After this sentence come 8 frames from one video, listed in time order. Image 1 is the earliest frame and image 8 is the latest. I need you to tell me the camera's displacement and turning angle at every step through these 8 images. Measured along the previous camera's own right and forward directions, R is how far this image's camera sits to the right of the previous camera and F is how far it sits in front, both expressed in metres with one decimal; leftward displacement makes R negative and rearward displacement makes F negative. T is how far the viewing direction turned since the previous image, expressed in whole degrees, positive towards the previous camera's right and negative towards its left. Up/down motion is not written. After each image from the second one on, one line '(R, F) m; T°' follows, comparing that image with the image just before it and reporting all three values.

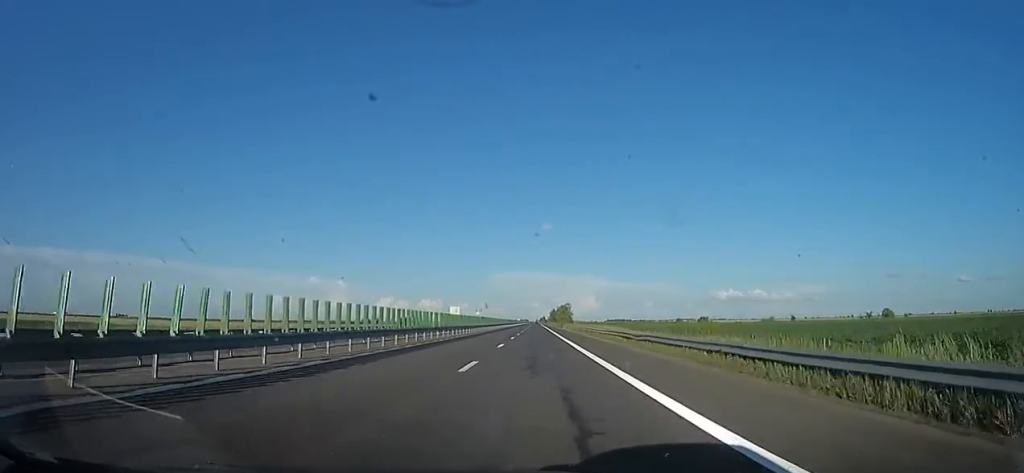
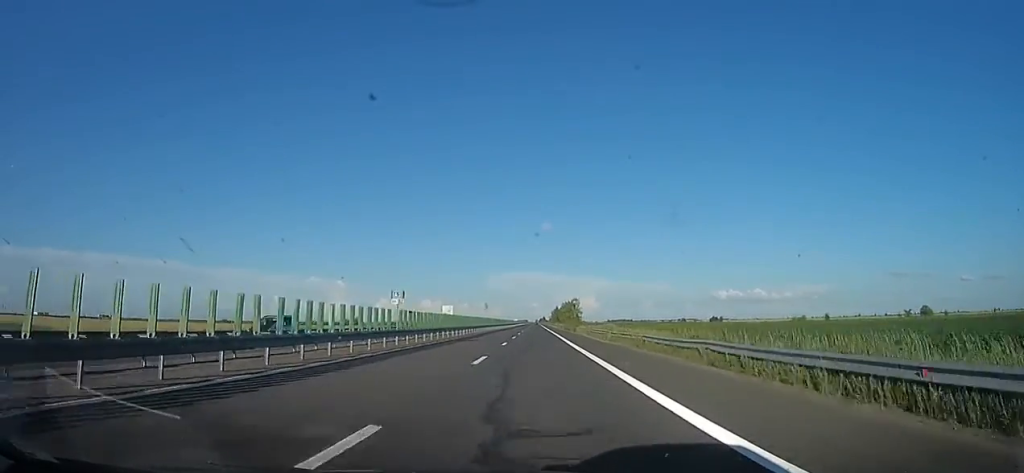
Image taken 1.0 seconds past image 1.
(+0.1, +33.8) m; 0°
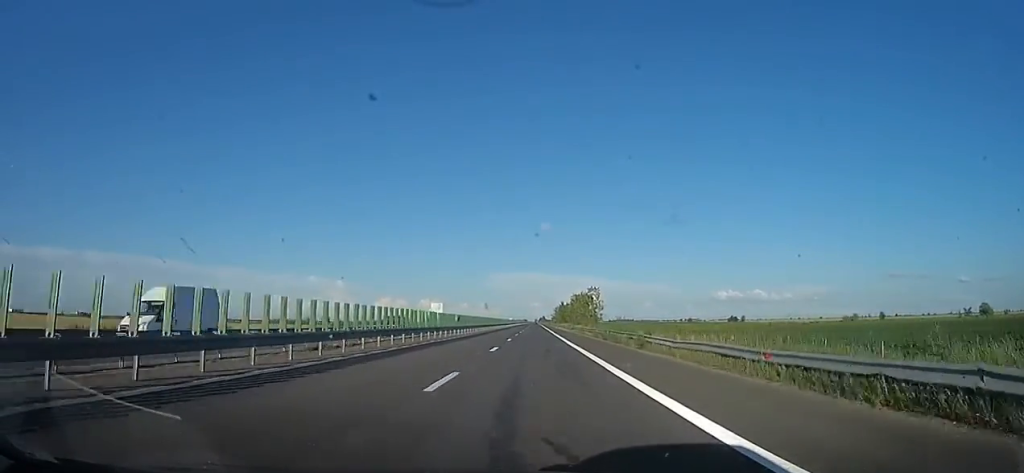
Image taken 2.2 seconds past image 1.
(+0.2, +42.4) m; 0°
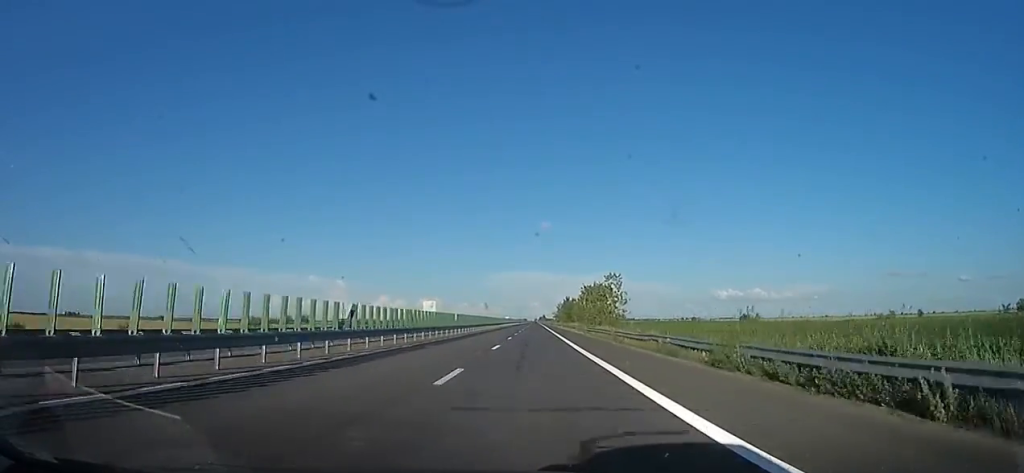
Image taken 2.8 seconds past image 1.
(0.0, +23.2) m; -1°
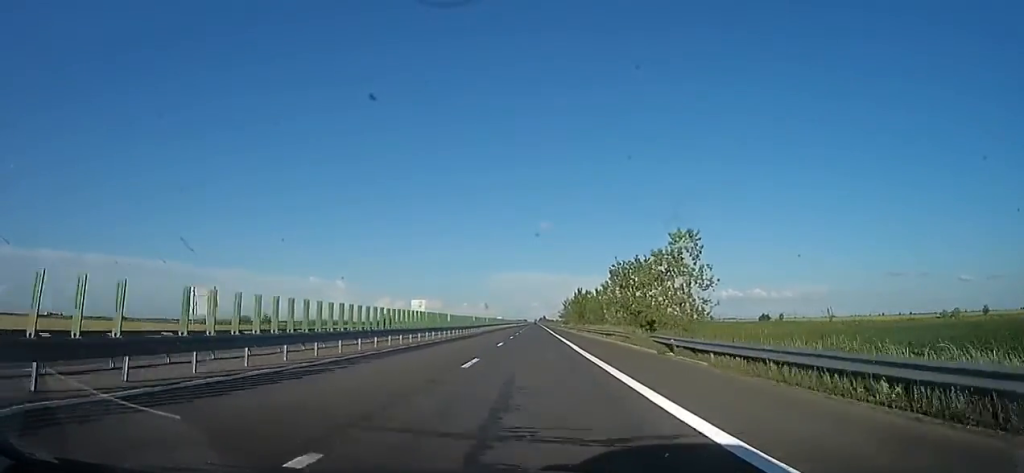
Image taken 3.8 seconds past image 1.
(-0.9, +32.7) m; -1°
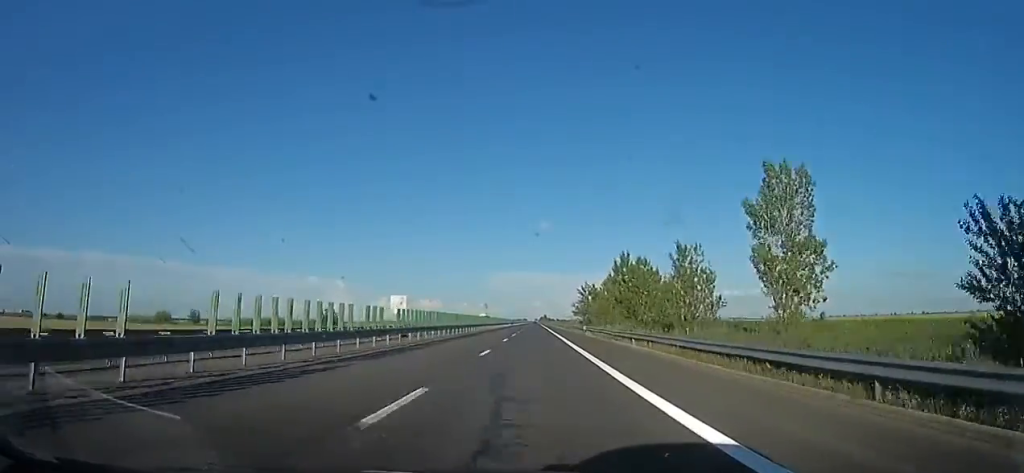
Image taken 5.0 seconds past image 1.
(+1.1, +43.9) m; +2°
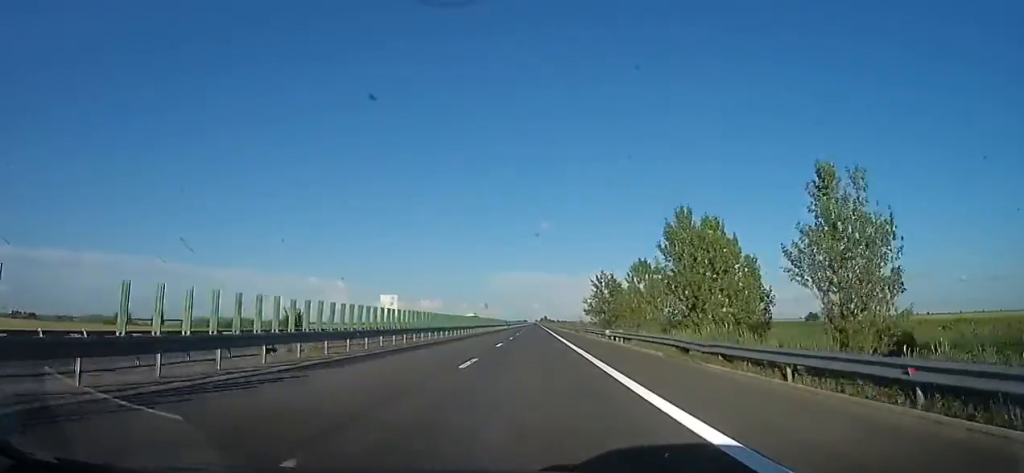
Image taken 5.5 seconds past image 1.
(+0.7, +17.0) m; 0°
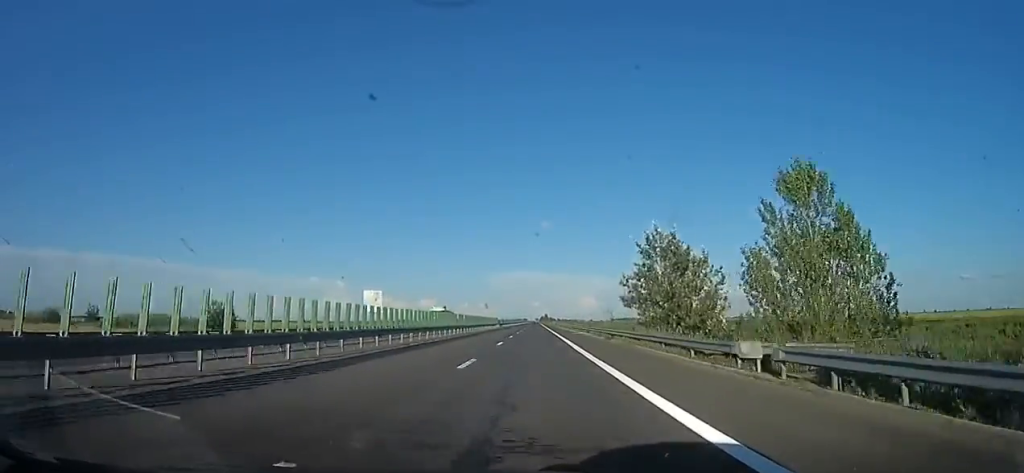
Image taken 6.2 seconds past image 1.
(-1.1, +24.6) m; -2°
